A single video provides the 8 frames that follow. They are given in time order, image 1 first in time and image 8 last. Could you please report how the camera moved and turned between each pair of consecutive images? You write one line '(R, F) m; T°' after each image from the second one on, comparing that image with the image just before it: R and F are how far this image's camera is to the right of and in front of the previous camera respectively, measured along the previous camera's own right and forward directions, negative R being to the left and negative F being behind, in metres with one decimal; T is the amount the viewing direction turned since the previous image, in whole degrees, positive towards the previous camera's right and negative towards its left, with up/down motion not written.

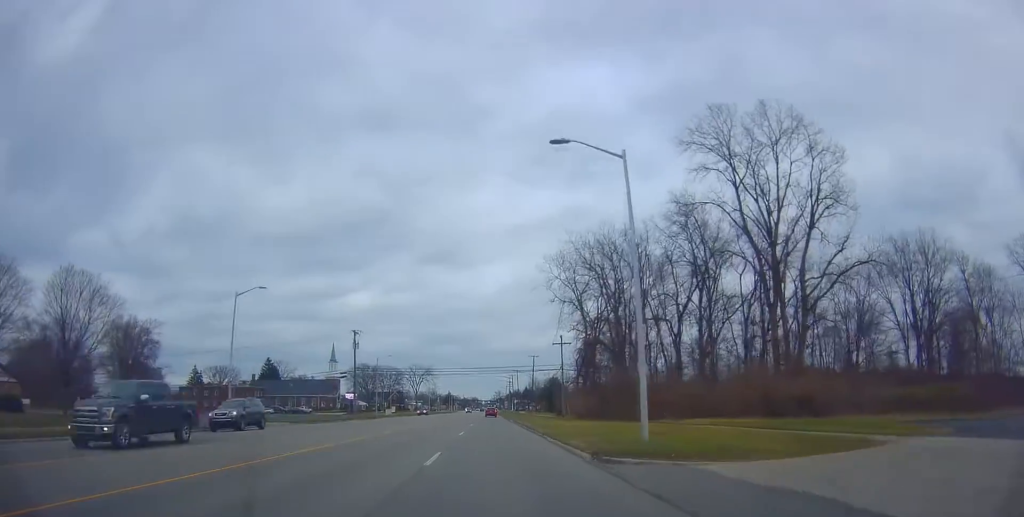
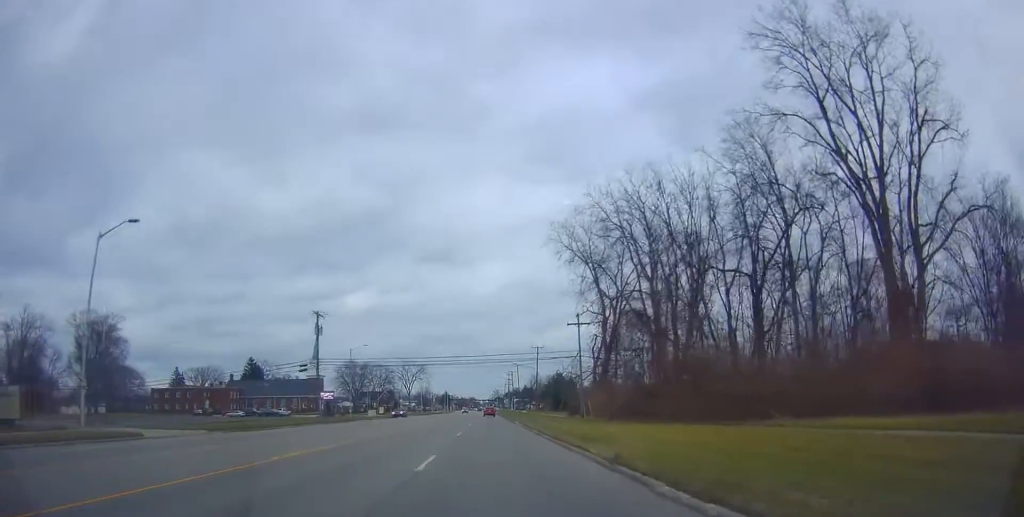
(+0.4, +16.9) m; 0°
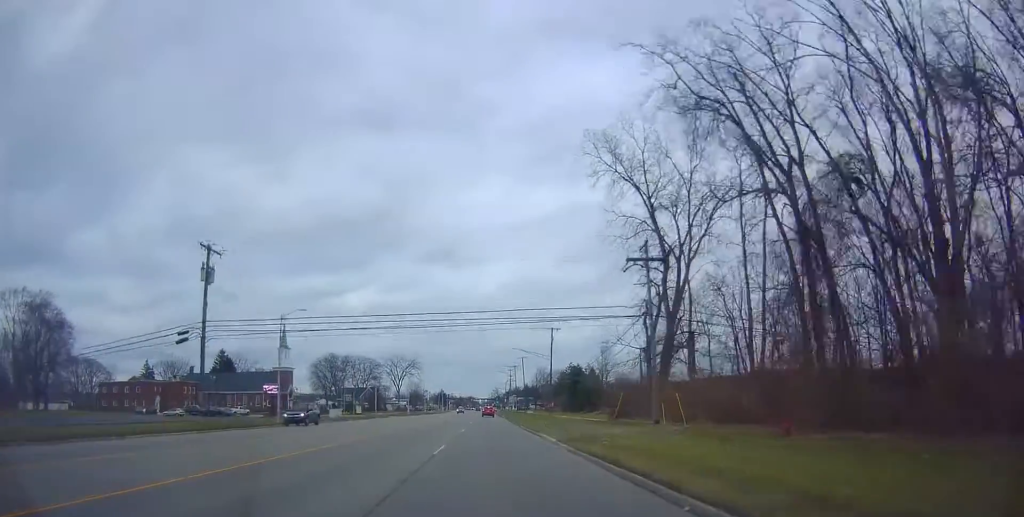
(-0.7, +27.0) m; -2°
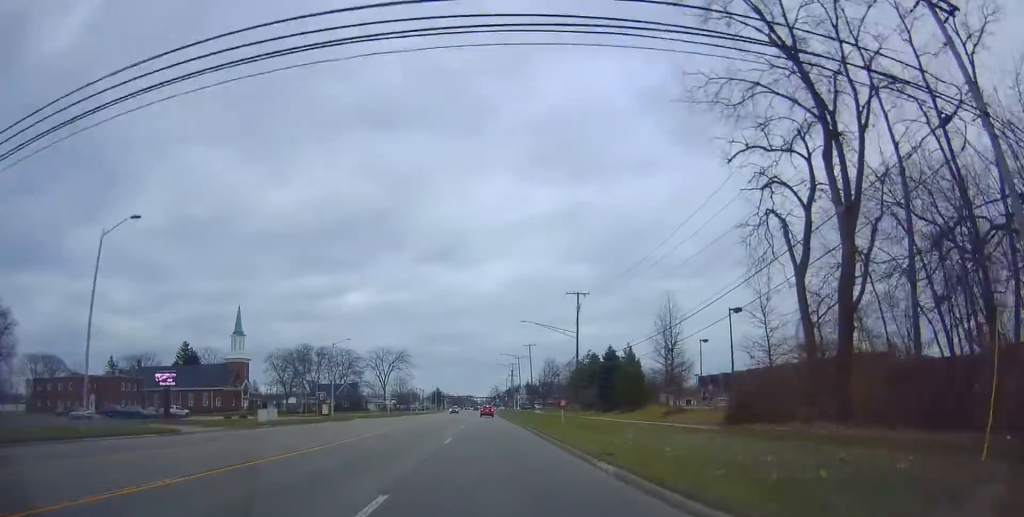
(0.0, +27.0) m; 0°
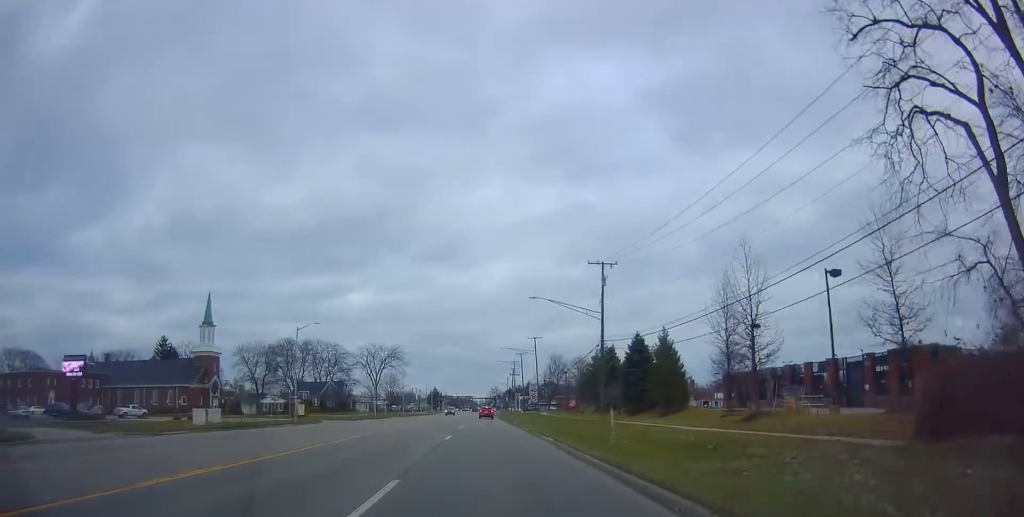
(0.0, +13.8) m; +1°
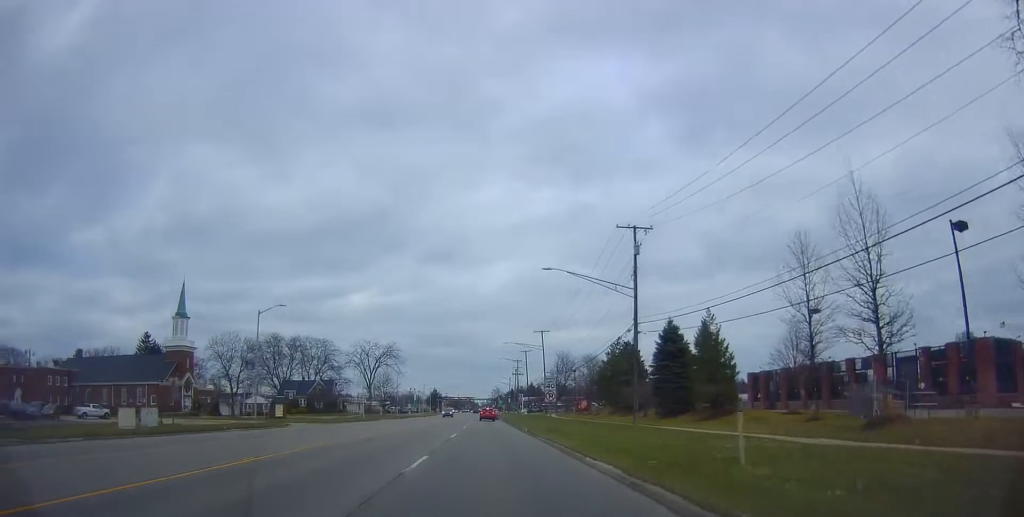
(+0.1, +10.6) m; 0°
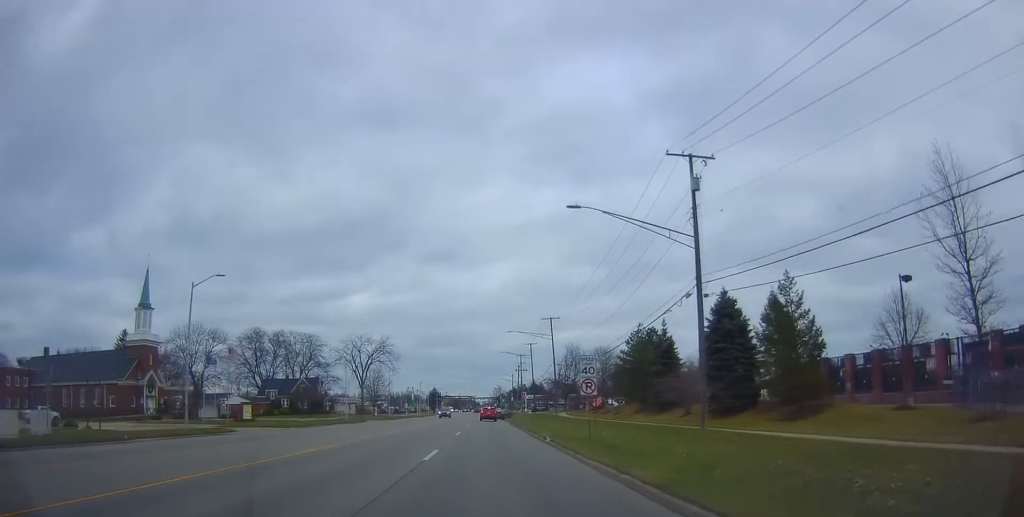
(+0.3, +11.7) m; 0°
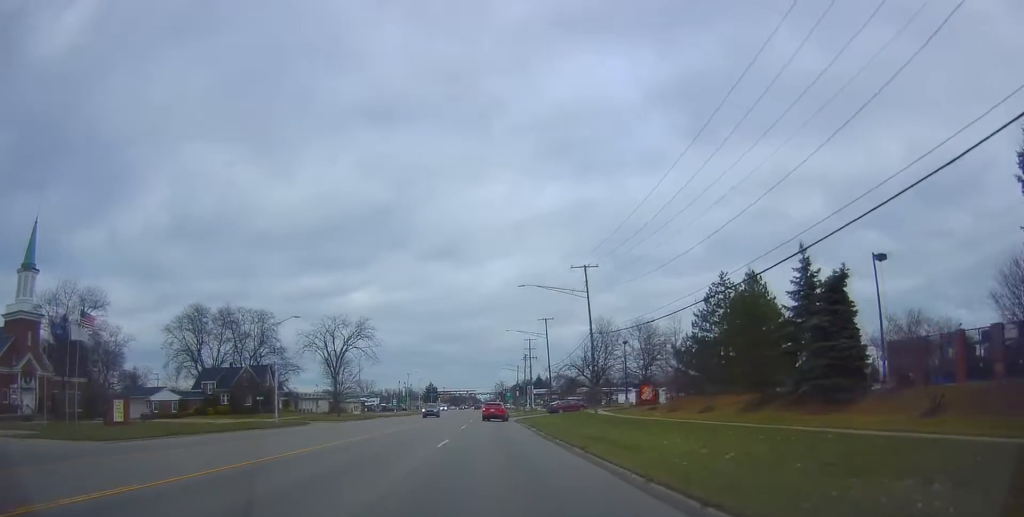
(-0.3, +27.2) m; 0°
